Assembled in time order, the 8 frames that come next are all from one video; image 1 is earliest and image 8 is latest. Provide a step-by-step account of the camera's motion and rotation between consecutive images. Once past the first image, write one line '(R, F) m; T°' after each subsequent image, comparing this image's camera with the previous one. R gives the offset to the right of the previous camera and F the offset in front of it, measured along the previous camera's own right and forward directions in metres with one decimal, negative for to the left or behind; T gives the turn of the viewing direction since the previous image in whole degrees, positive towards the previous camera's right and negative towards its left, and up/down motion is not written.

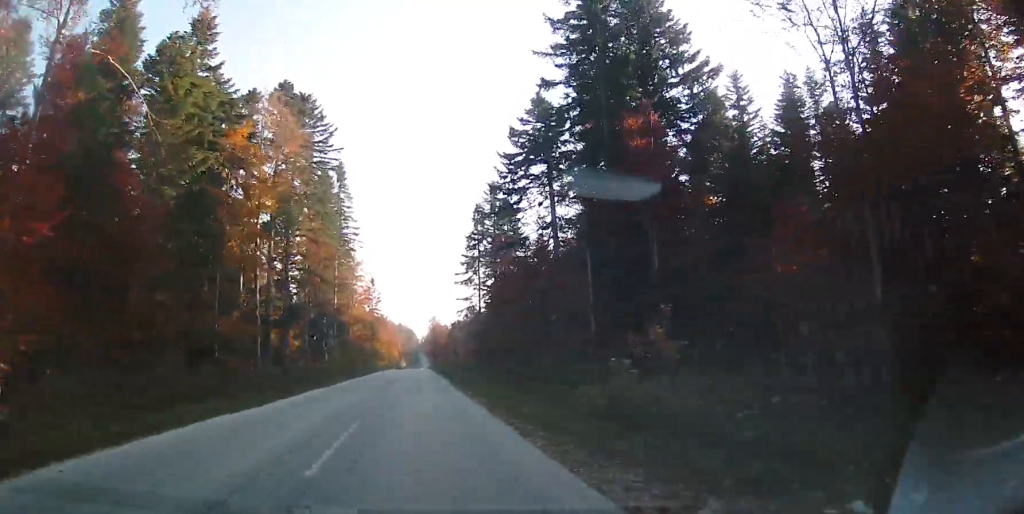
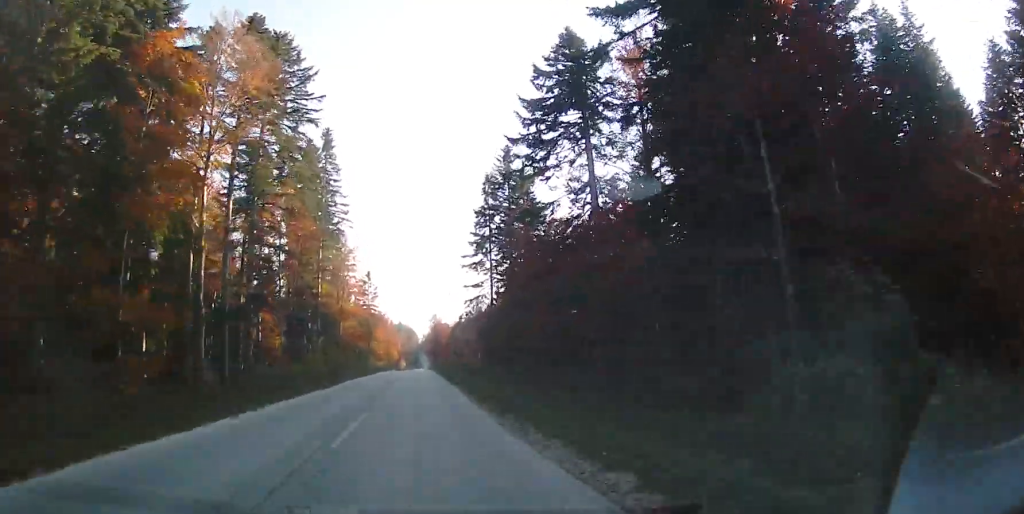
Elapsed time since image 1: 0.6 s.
(-0.2, +13.5) m; 0°
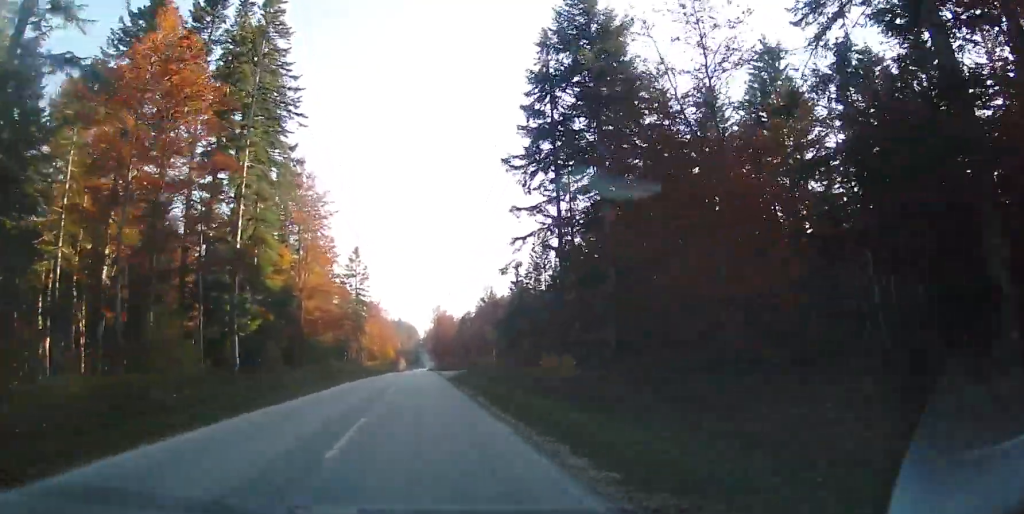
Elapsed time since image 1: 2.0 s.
(+0.2, +32.4) m; 0°
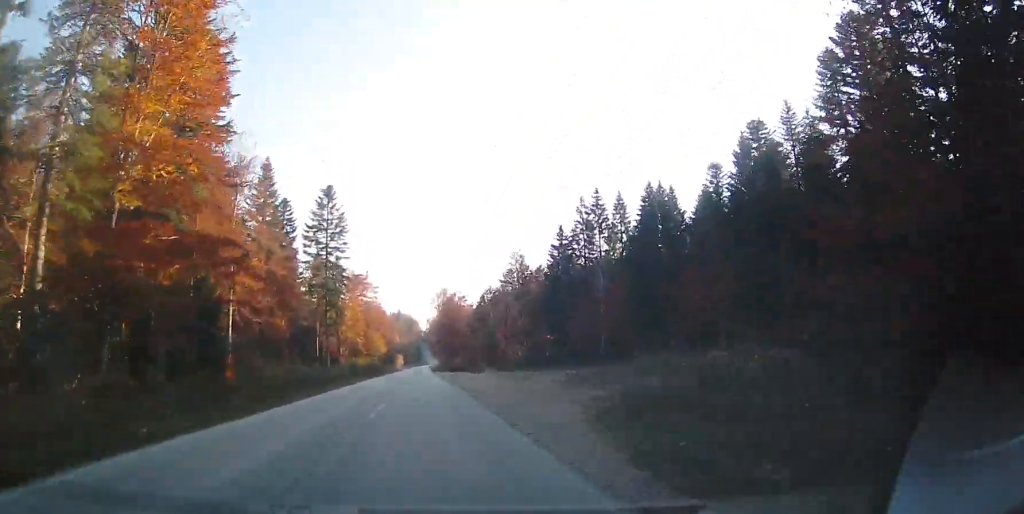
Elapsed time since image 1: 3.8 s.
(-0.1, +41.4) m; 0°
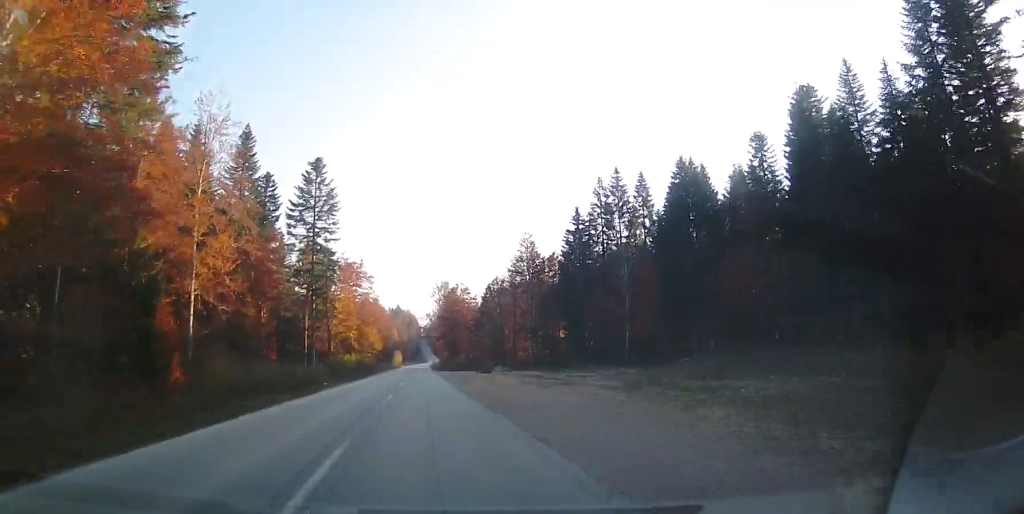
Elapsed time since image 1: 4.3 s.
(0.0, +10.1) m; 0°
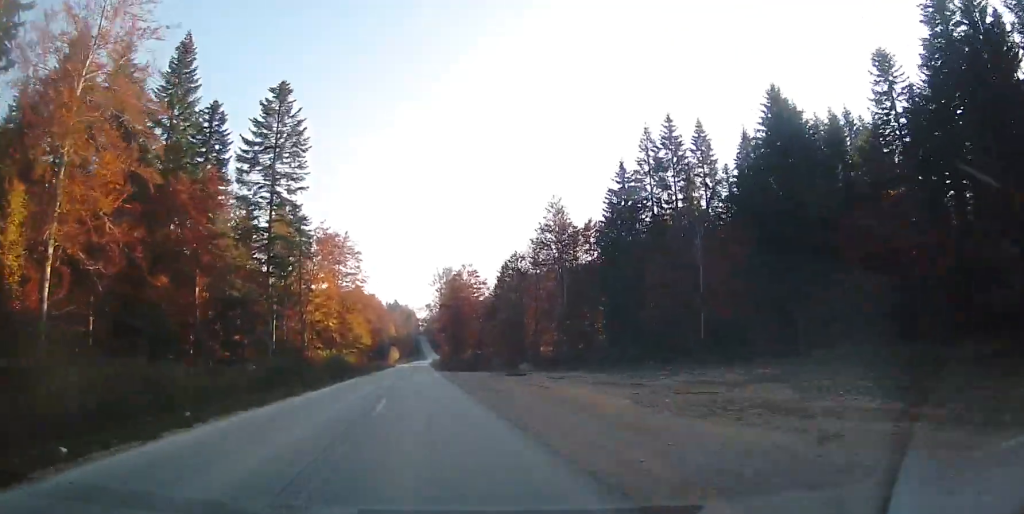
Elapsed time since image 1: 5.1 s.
(-0.3, +20.3) m; -1°
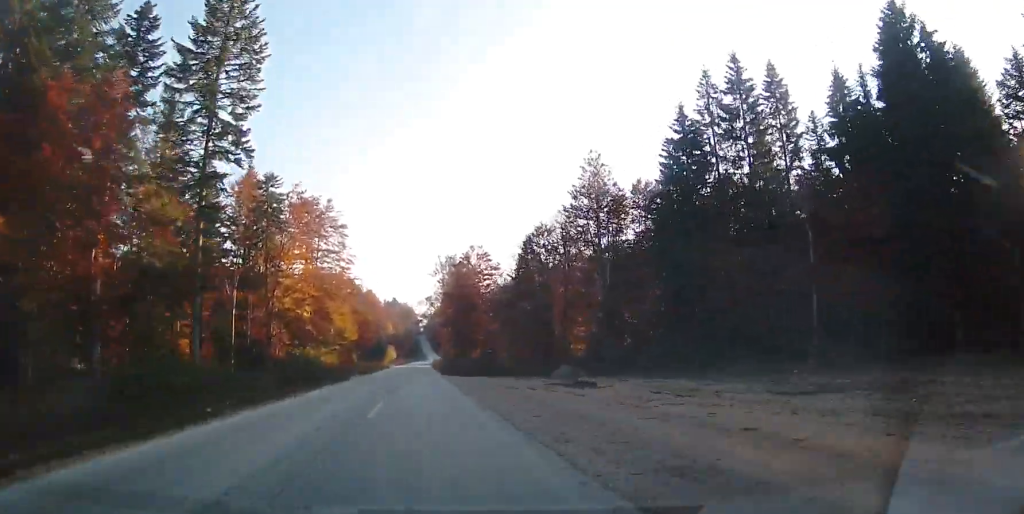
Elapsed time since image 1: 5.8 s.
(0.0, +16.5) m; +1°
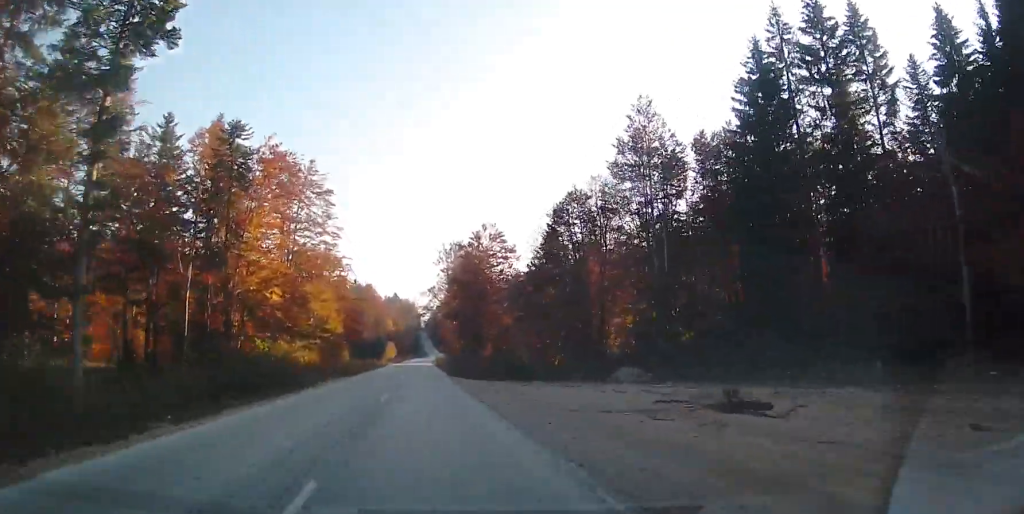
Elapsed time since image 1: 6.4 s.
(+0.1, +12.7) m; +1°
